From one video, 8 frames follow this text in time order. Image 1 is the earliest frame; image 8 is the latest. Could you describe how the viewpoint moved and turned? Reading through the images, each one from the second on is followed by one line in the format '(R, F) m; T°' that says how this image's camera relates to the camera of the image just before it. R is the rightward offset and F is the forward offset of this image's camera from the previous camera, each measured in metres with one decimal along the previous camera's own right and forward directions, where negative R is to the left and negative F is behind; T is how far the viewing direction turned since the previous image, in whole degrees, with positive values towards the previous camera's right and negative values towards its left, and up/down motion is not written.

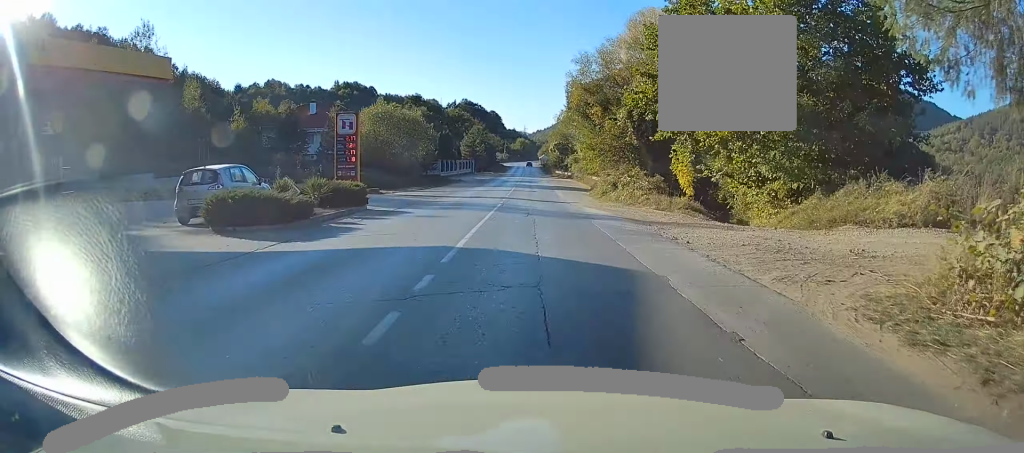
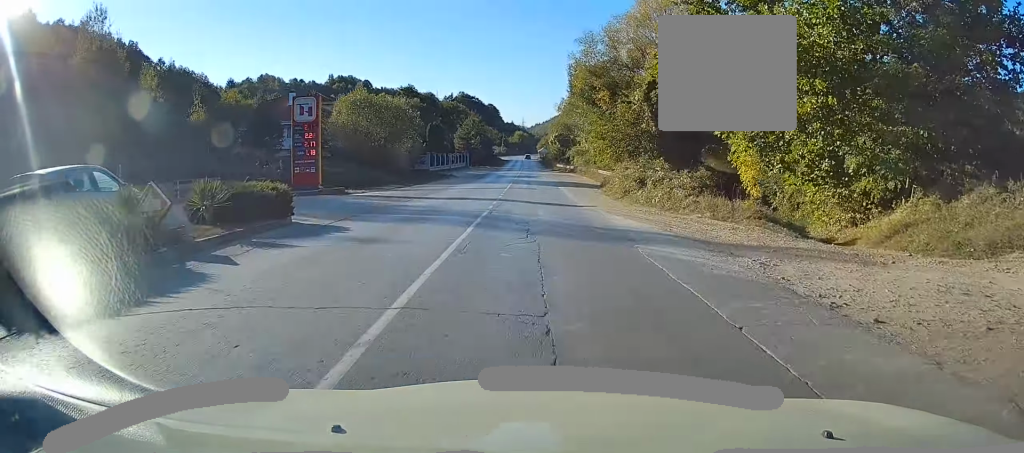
(0.0, +7.5) m; 0°
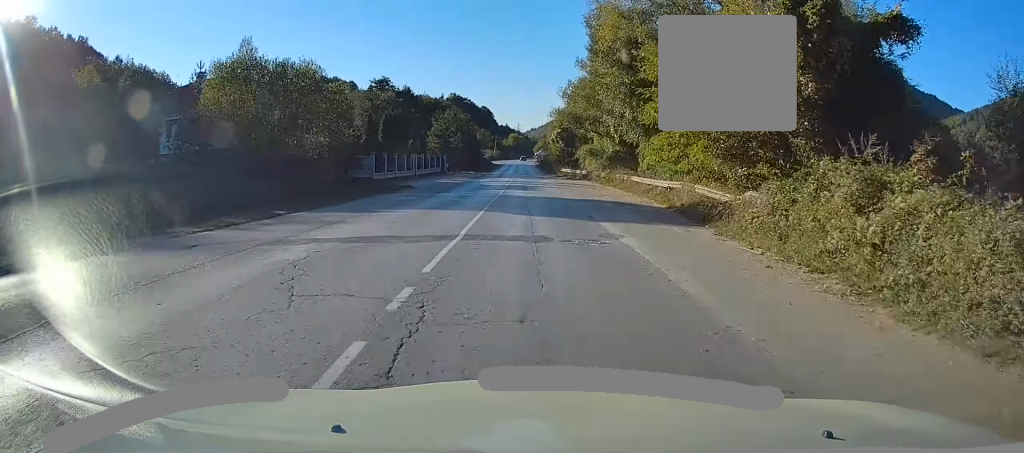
(0.0, +23.1) m; 0°
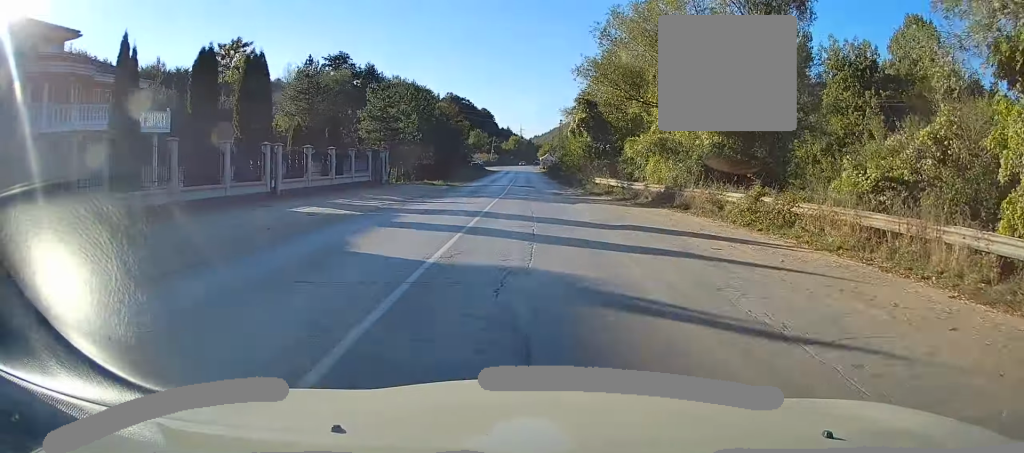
(+0.3, +33.4) m; +1°
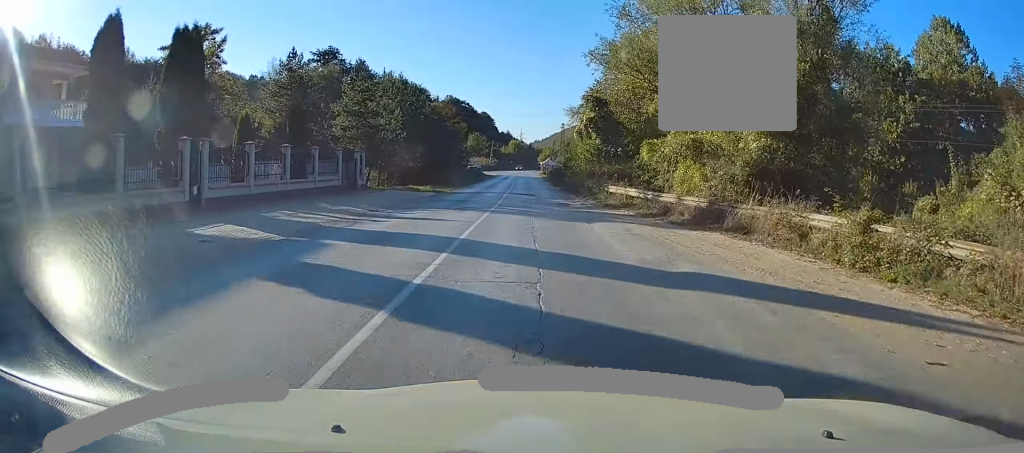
(0.0, +6.4) m; 0°
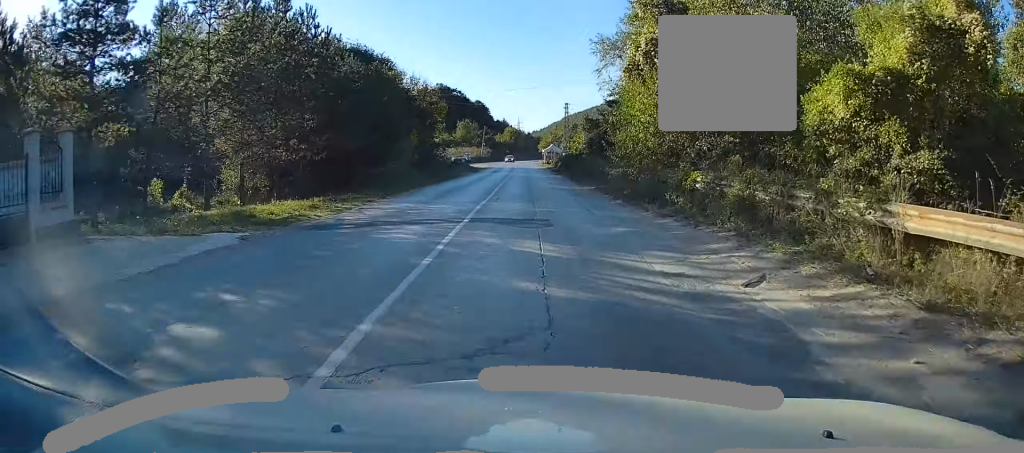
(+0.1, +25.4) m; +1°
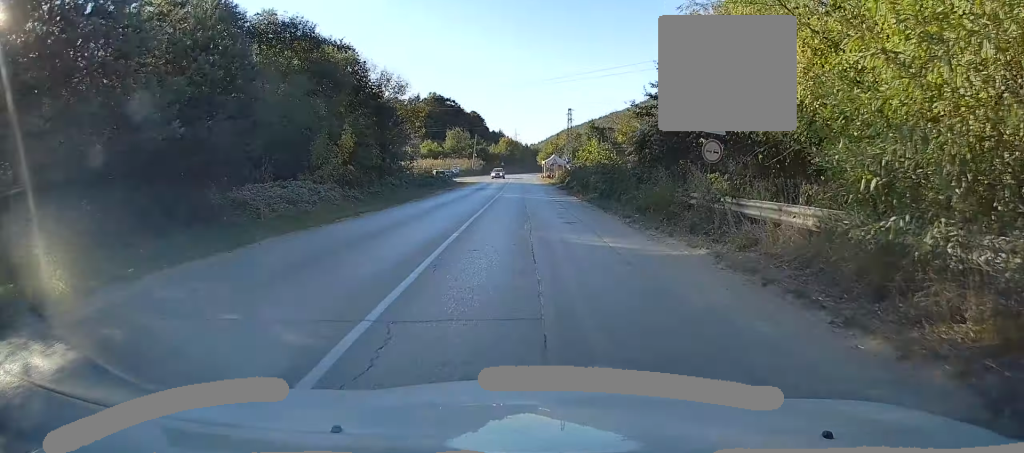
(+0.1, +17.3) m; 0°
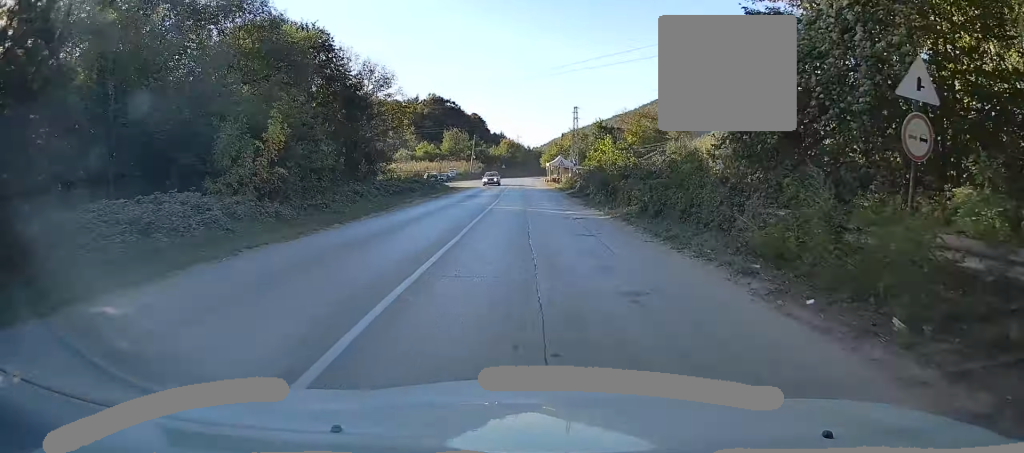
(0.0, +9.1) m; 0°
